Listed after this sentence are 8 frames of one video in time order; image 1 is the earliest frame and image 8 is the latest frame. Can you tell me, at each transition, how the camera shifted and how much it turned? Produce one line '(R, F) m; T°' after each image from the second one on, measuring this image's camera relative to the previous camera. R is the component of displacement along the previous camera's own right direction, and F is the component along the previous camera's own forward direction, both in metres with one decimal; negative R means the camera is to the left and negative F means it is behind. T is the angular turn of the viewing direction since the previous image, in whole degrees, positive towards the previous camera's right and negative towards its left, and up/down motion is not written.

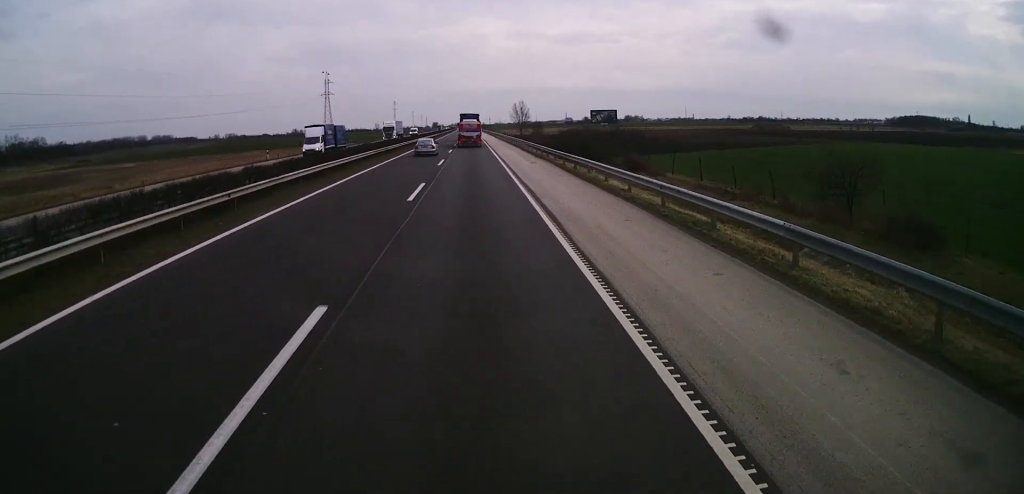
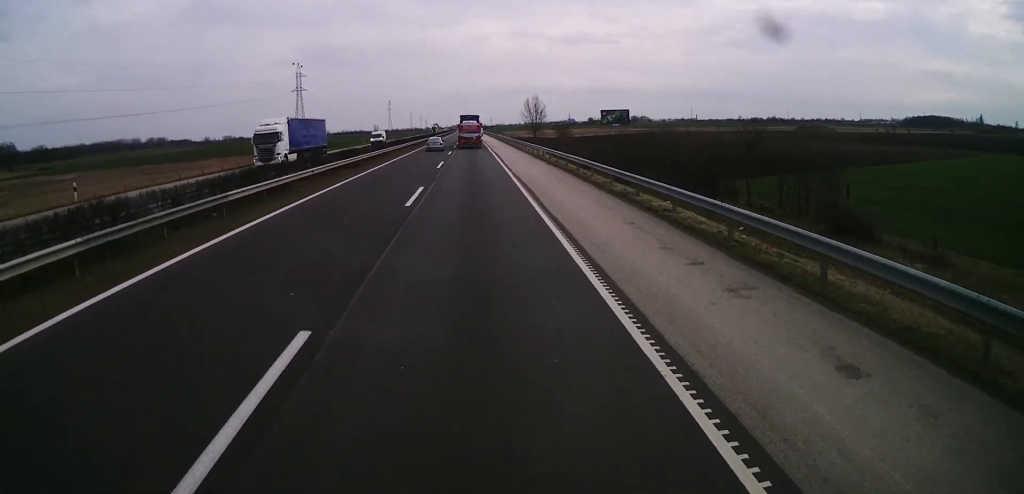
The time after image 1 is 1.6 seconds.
(-0.2, +36.8) m; 0°
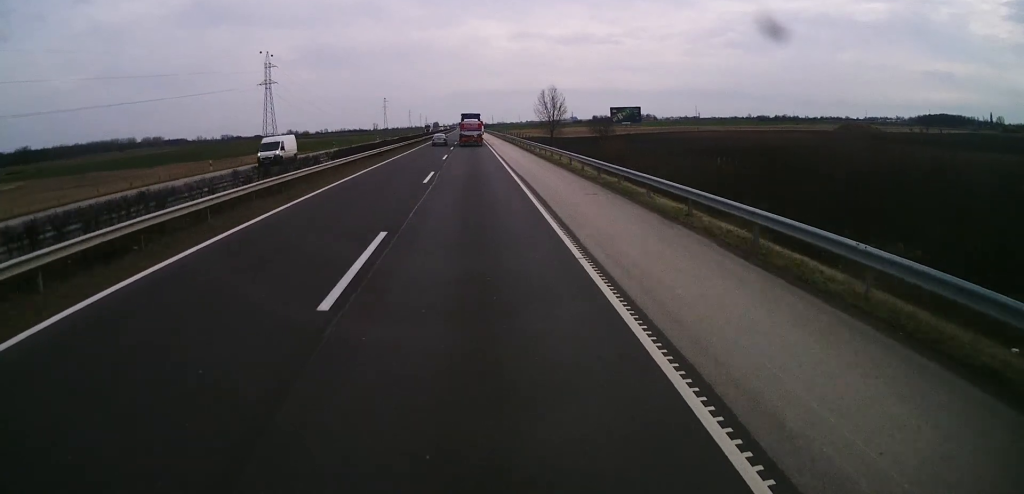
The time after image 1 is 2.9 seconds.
(+0.4, +29.3) m; 0°
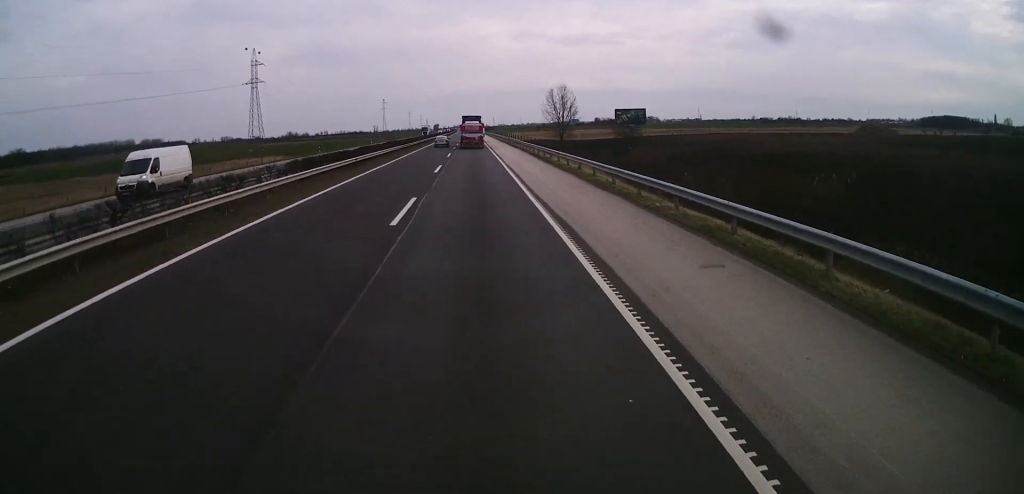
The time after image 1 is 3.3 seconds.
(+0.1, +10.7) m; 0°
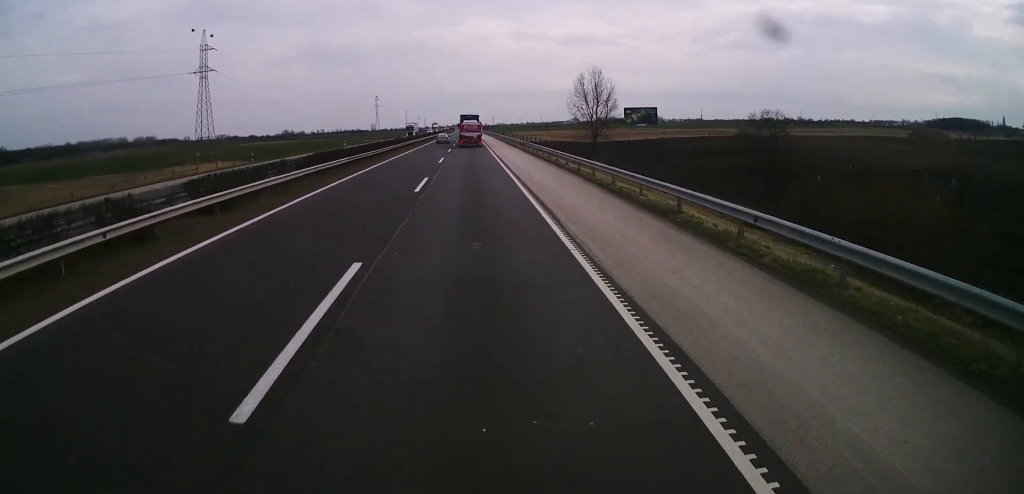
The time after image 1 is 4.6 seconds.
(-0.3, +28.4) m; -1°
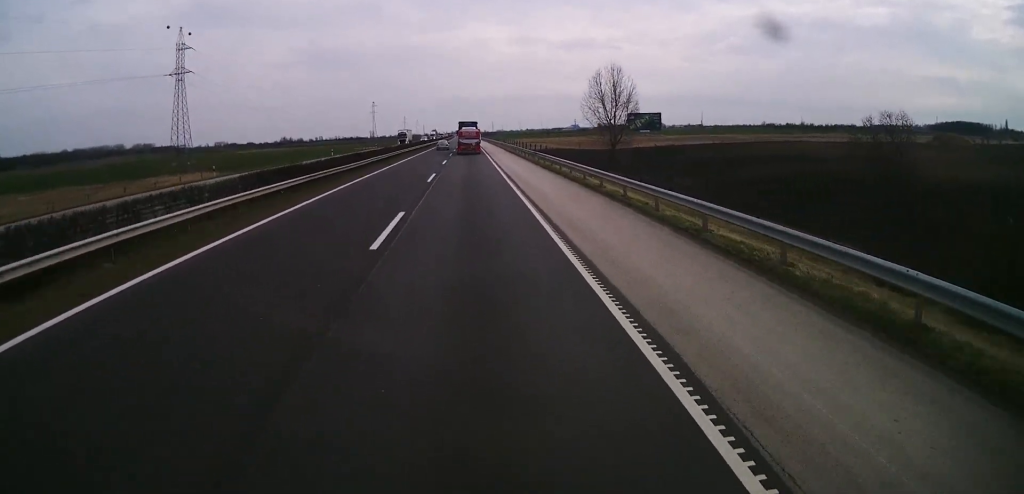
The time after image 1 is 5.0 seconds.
(+0.1, +10.0) m; 0°
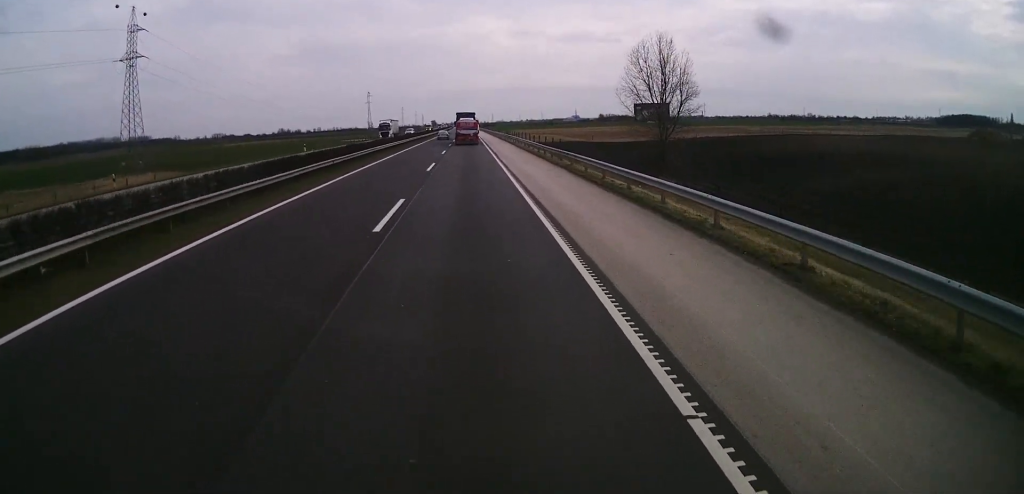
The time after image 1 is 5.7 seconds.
(+0.1, +17.0) m; 0°
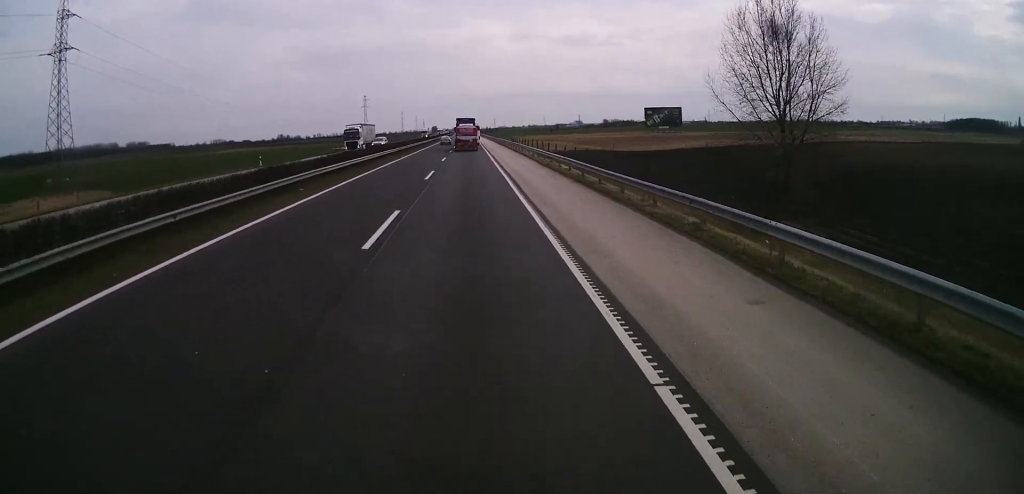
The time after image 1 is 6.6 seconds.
(0.0, +19.3) m; 0°
